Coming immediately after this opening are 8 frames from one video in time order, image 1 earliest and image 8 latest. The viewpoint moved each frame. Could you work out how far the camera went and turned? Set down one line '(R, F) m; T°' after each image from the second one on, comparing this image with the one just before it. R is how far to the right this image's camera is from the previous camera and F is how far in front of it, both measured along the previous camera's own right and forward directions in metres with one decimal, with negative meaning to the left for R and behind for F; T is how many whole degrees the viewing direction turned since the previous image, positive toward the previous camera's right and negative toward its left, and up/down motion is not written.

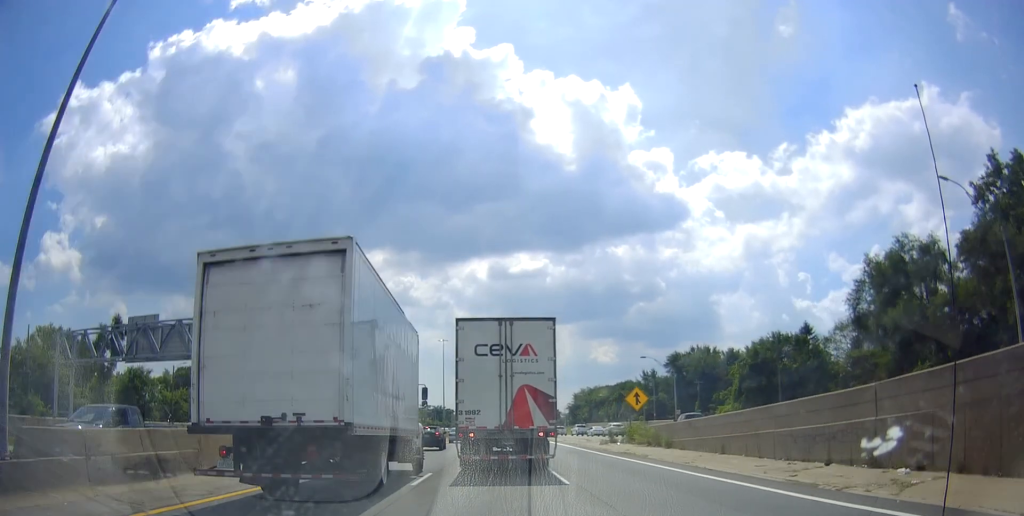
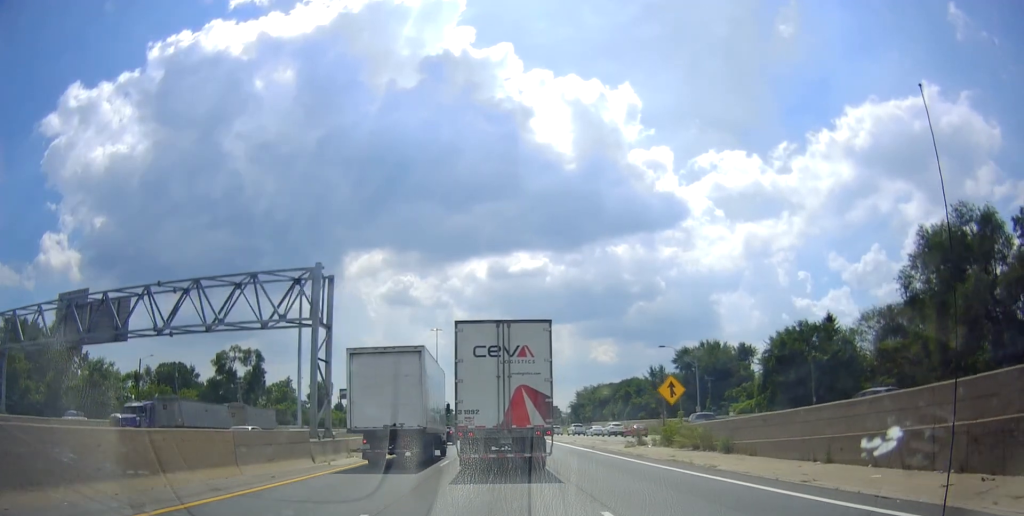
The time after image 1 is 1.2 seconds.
(0.0, +8.3) m; 0°
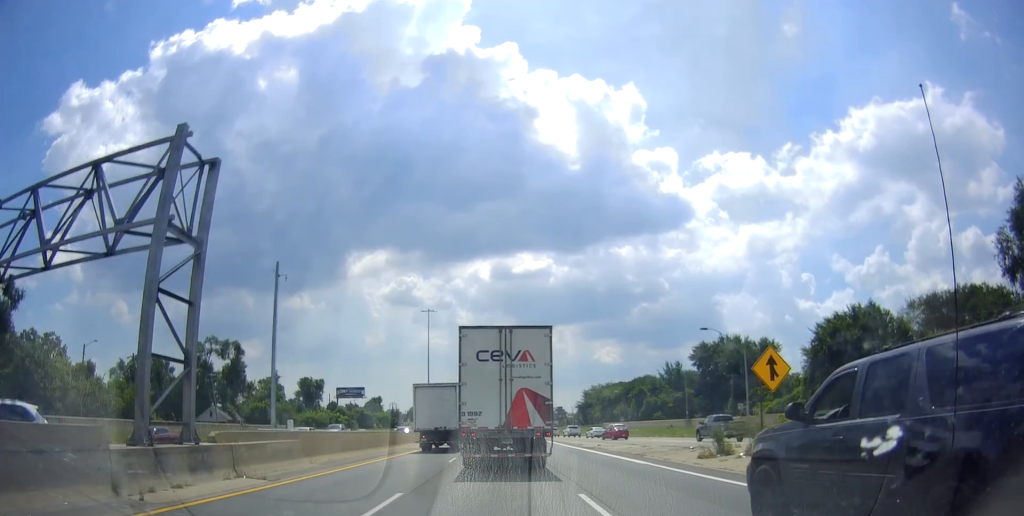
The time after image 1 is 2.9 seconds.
(0.0, +12.1) m; -1°
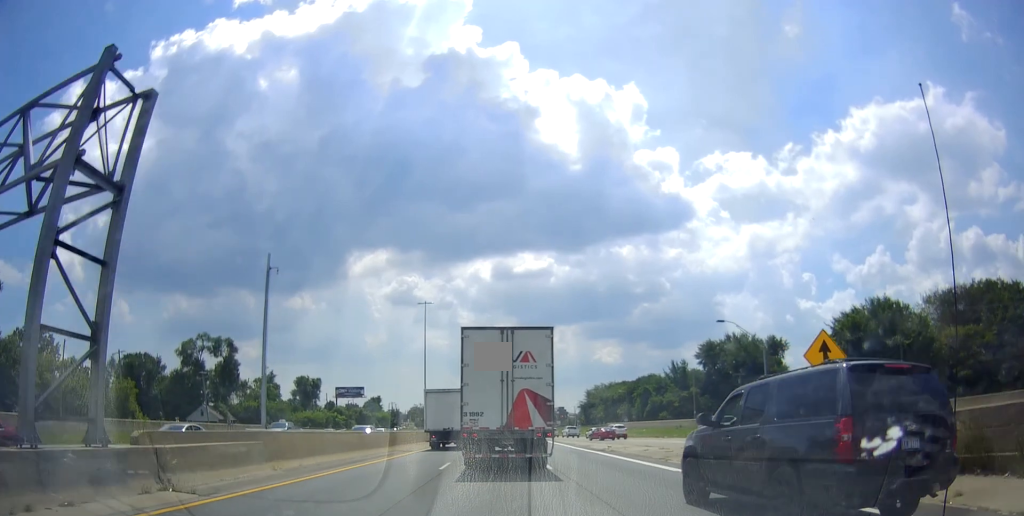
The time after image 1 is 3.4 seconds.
(+0.1, +3.8) m; -2°
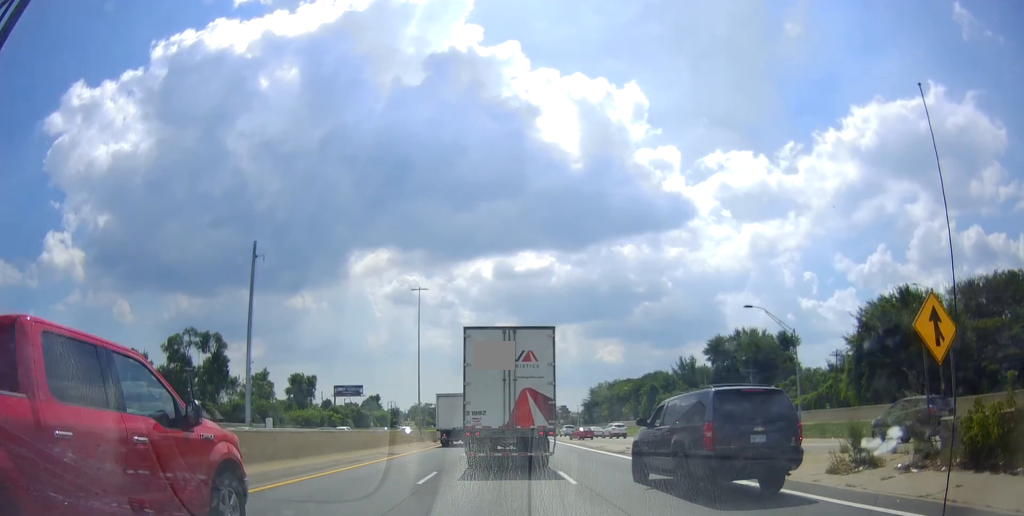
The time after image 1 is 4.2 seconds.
(-0.3, +5.4) m; 0°
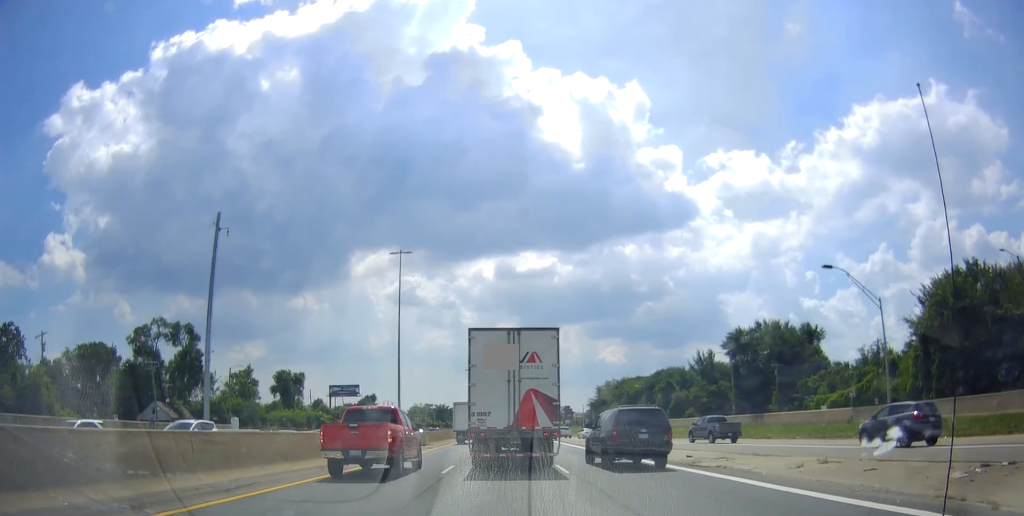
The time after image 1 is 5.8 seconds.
(+0.3, +11.3) m; +1°
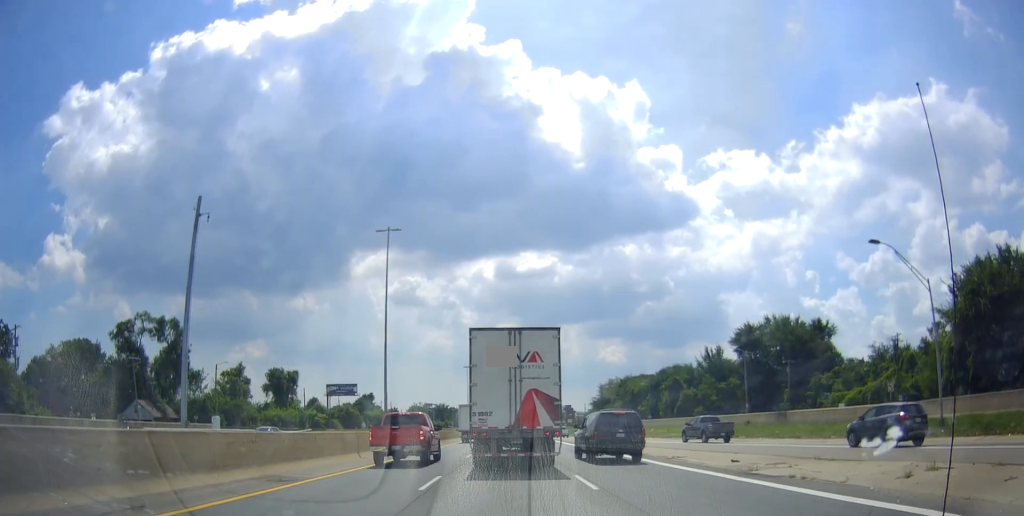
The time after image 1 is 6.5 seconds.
(+0.1, +5.0) m; -4°
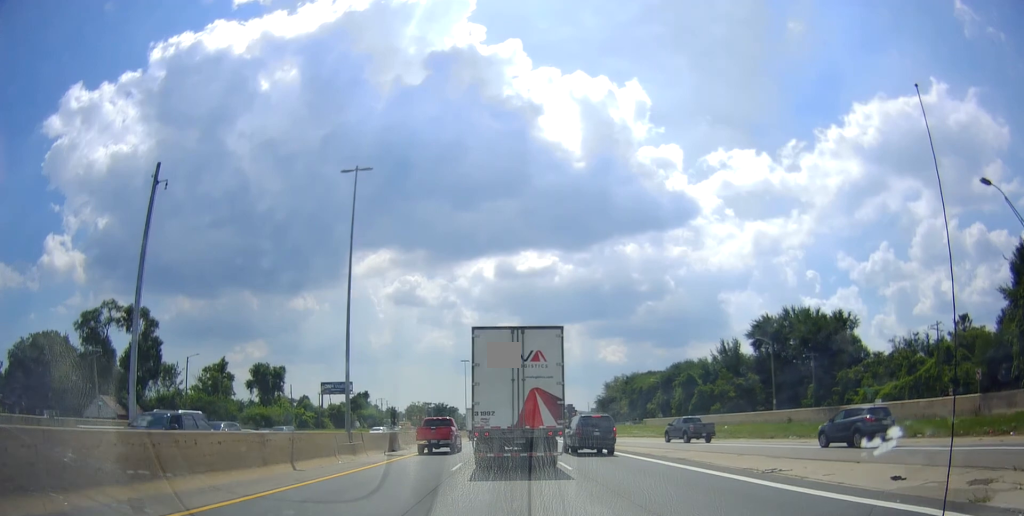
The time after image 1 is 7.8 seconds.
(-0.4, +9.2) m; +1°
